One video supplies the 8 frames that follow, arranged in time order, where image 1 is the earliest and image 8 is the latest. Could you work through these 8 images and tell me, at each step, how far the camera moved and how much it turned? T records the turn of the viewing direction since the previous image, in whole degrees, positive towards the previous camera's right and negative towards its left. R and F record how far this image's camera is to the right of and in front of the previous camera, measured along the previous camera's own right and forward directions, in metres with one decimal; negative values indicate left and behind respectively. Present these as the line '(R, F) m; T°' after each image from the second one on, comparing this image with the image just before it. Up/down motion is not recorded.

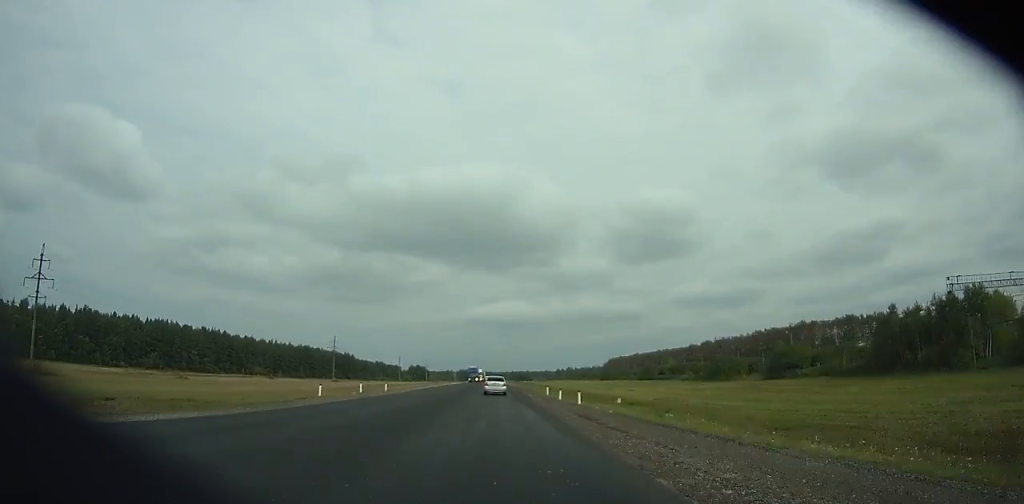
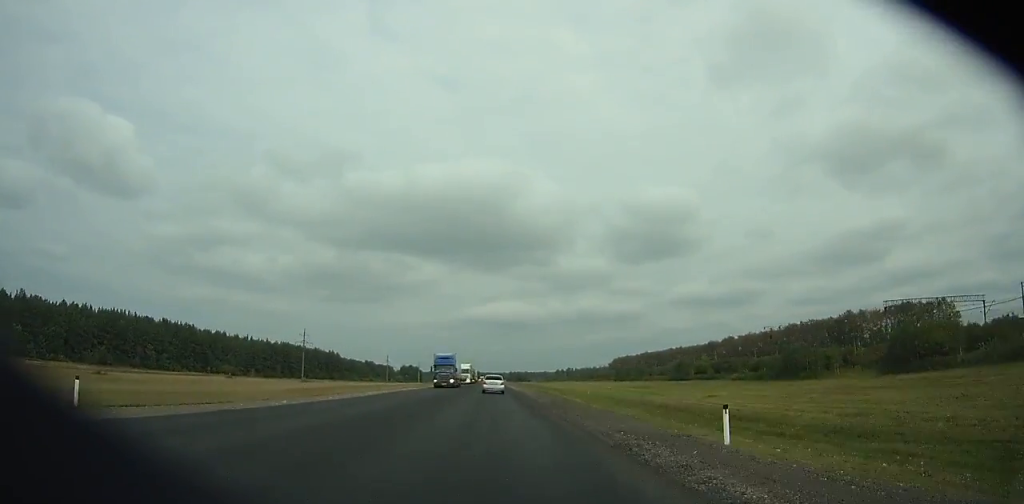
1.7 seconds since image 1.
(0.0, +40.8) m; 0°
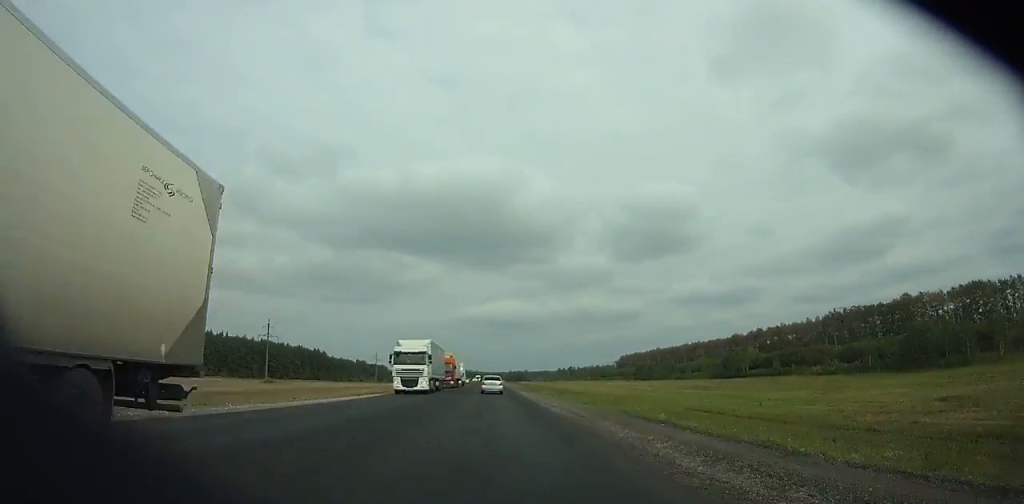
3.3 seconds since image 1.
(+0.1, +38.8) m; 0°
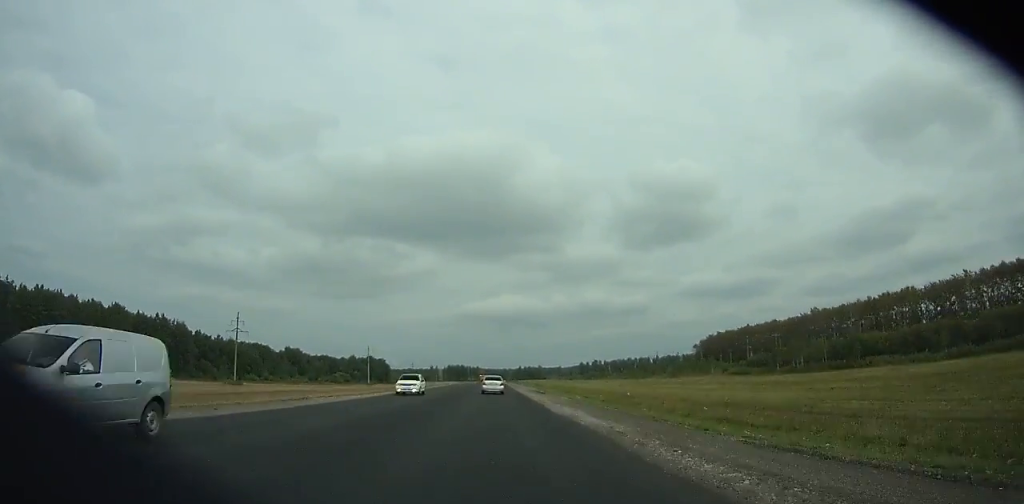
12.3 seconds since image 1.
(-0.8, +219.5) m; 0°
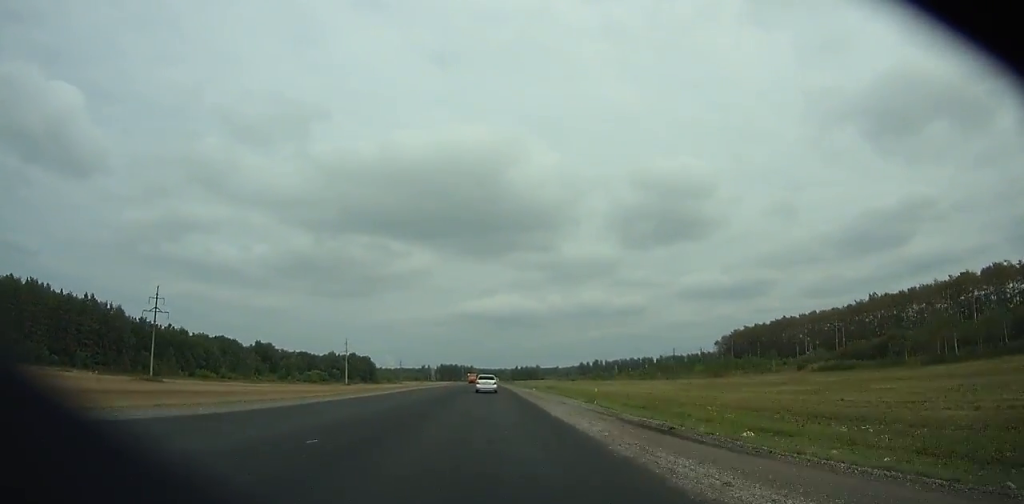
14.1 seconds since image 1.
(+0.1, +43.5) m; 0°
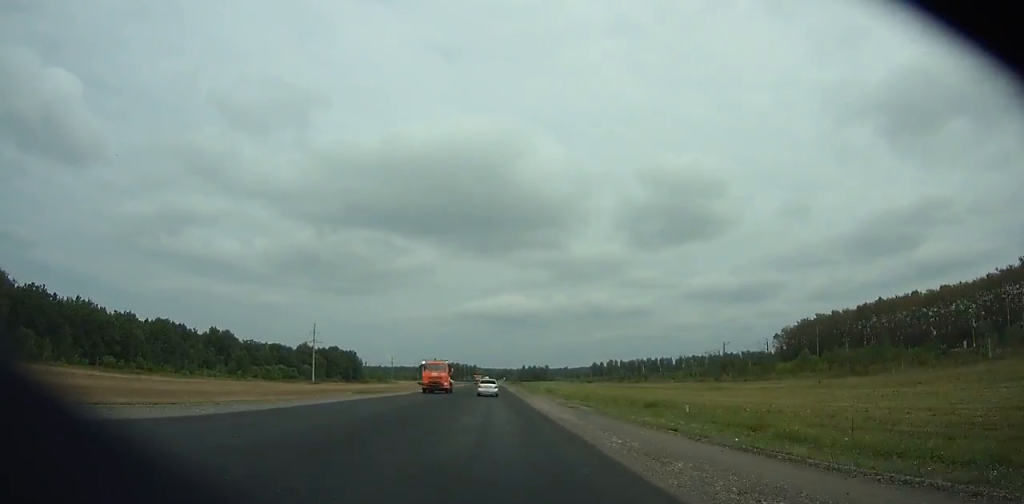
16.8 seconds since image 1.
(+0.1, +65.0) m; 0°
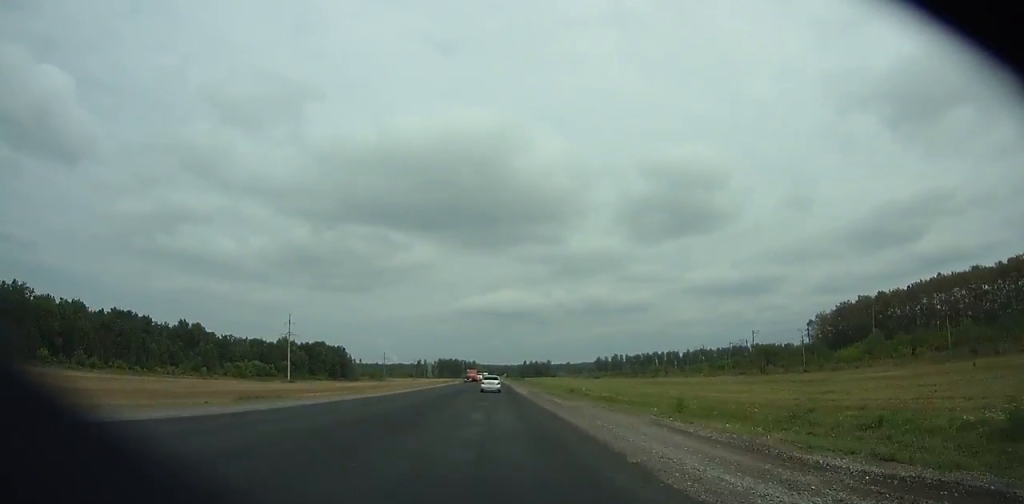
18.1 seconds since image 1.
(-0.1, +31.2) m; 0°
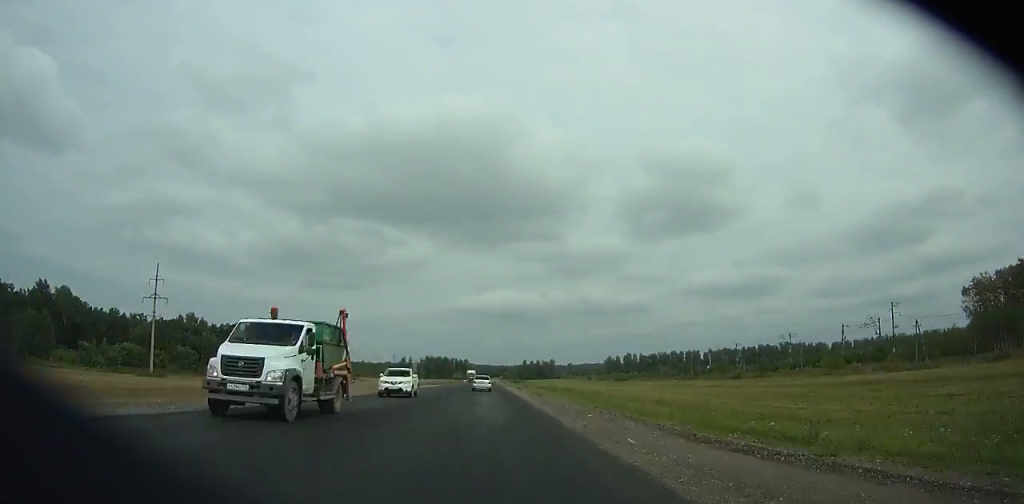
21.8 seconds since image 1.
(0.0, +89.1) m; 0°
